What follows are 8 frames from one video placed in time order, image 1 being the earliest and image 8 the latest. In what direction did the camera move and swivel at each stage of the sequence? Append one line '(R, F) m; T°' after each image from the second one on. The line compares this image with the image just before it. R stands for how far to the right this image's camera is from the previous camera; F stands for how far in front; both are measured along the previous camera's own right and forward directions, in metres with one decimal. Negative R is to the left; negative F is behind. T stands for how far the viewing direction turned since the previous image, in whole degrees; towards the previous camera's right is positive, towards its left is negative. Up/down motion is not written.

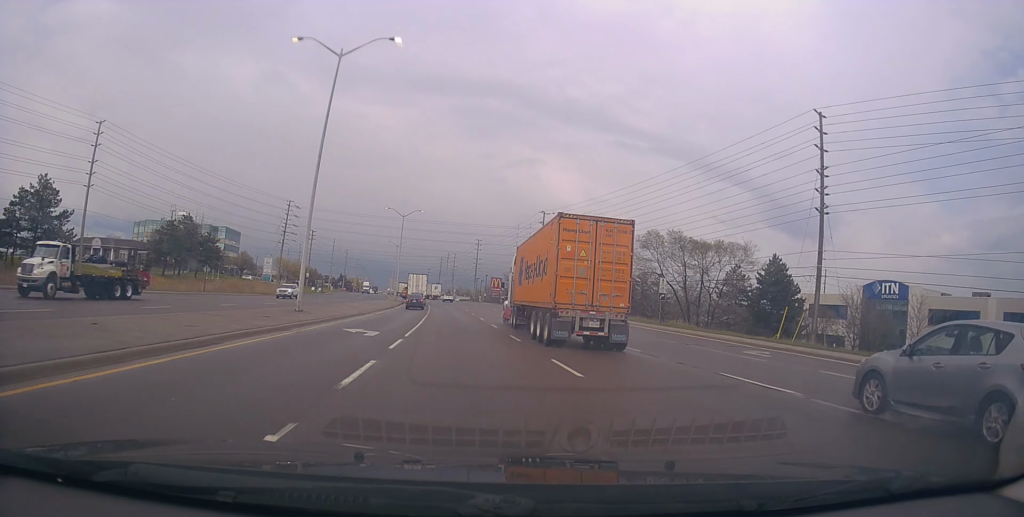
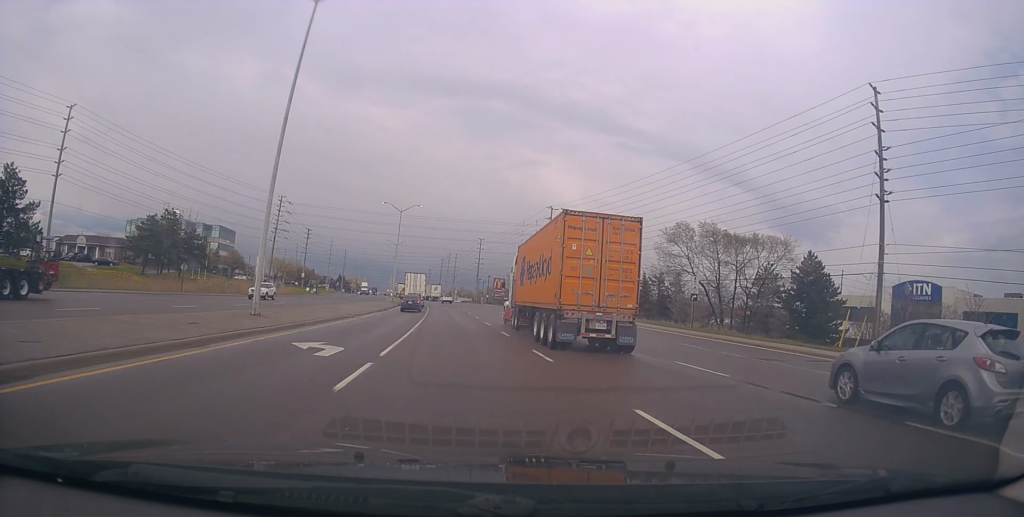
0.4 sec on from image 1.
(0.0, +6.0) m; 0°
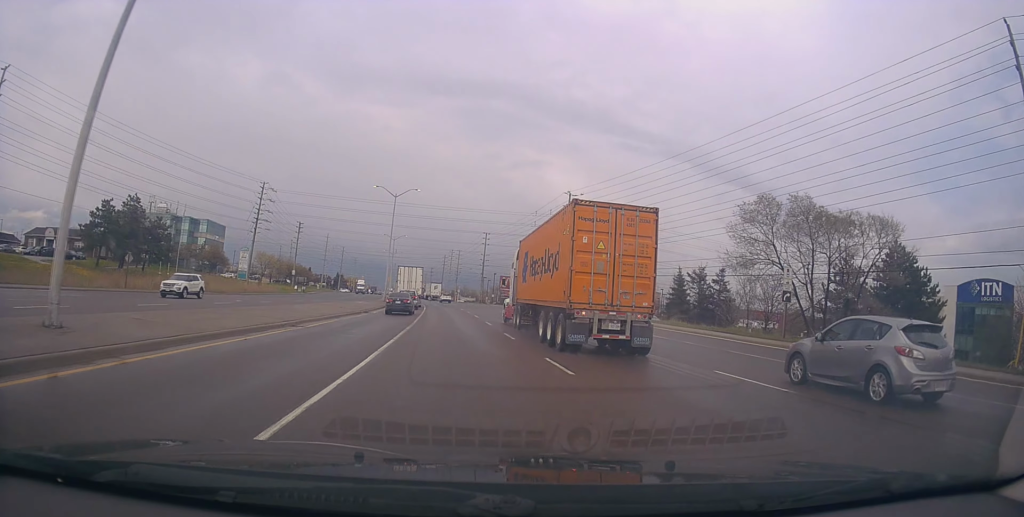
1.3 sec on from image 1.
(0.0, +12.2) m; 0°
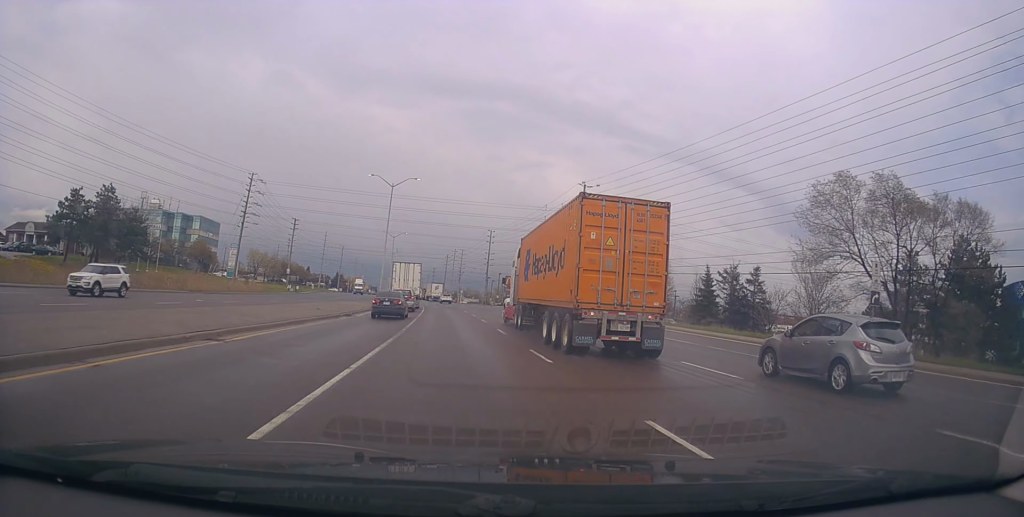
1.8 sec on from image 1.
(0.0, +6.9) m; 0°
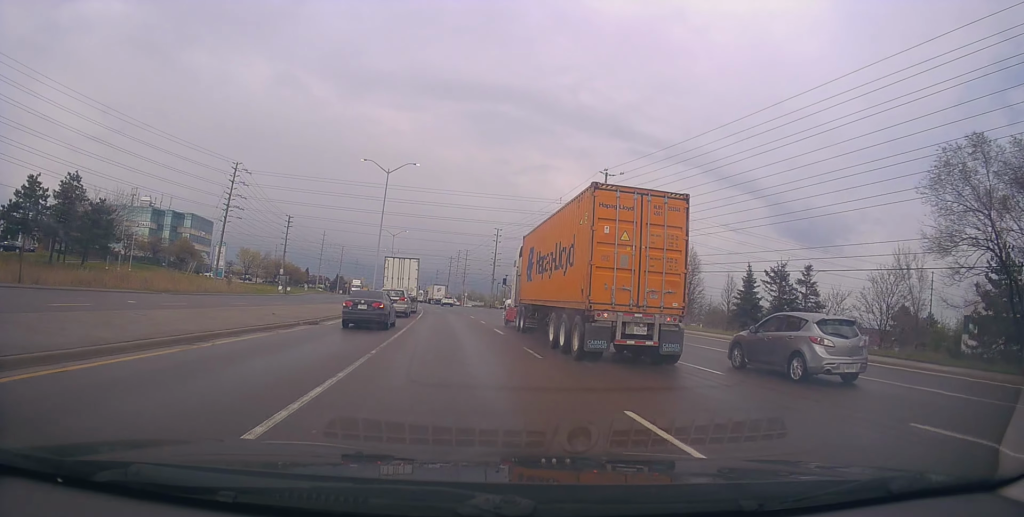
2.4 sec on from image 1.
(+0.1, +8.5) m; 0°
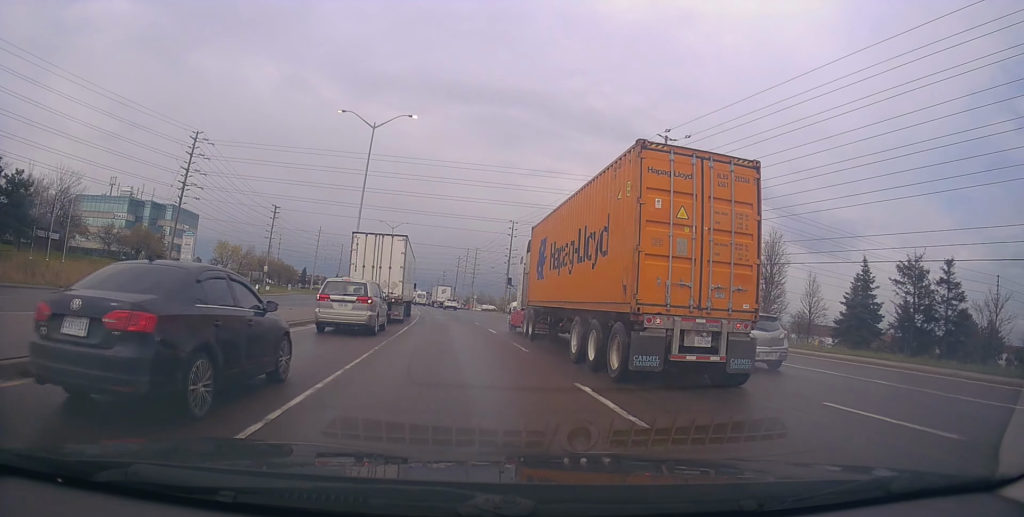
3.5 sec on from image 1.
(-0.2, +15.9) m; -1°
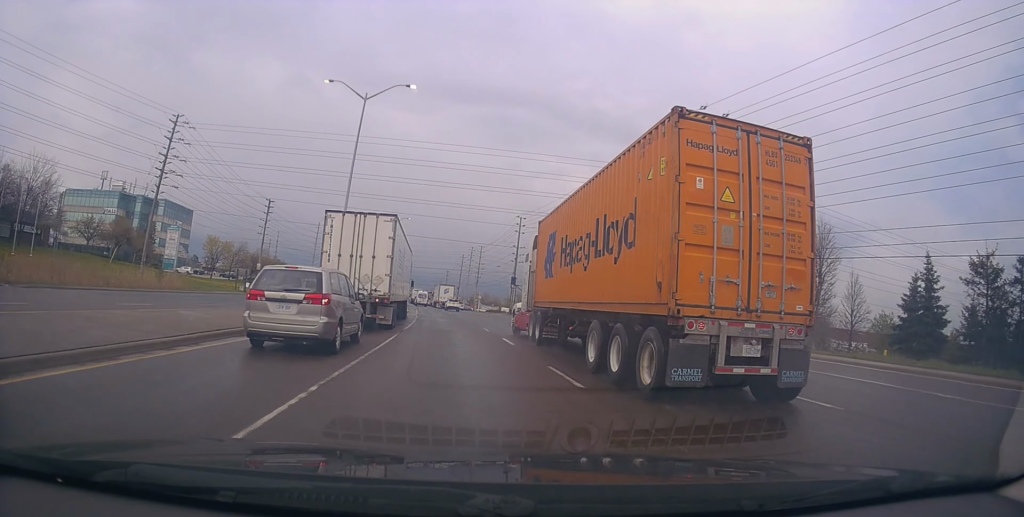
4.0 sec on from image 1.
(-0.1, +6.3) m; -1°
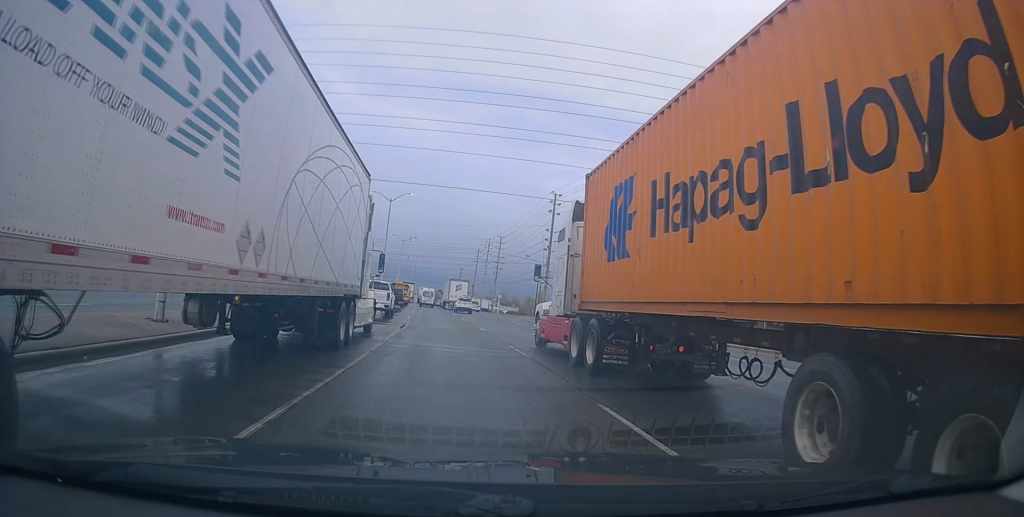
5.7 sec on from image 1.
(-0.8, +21.8) m; -3°
